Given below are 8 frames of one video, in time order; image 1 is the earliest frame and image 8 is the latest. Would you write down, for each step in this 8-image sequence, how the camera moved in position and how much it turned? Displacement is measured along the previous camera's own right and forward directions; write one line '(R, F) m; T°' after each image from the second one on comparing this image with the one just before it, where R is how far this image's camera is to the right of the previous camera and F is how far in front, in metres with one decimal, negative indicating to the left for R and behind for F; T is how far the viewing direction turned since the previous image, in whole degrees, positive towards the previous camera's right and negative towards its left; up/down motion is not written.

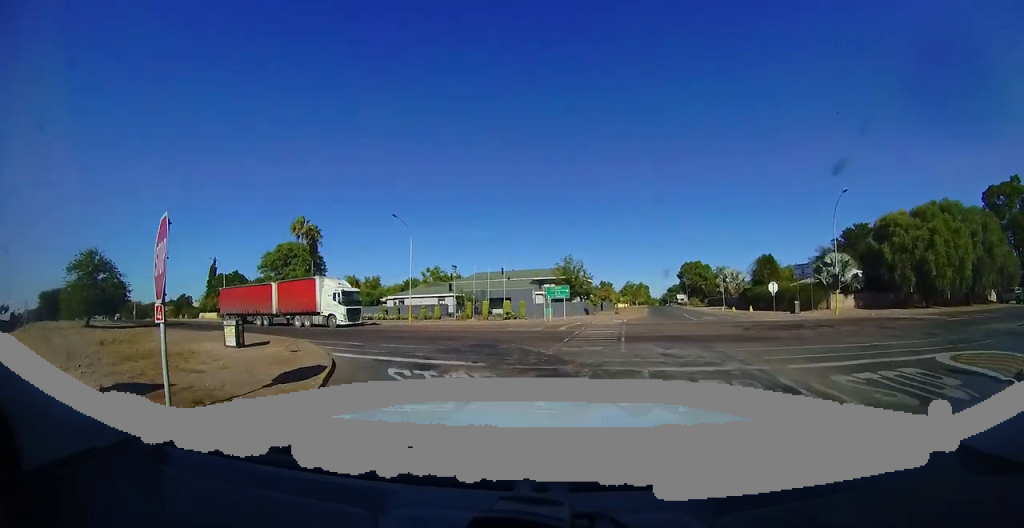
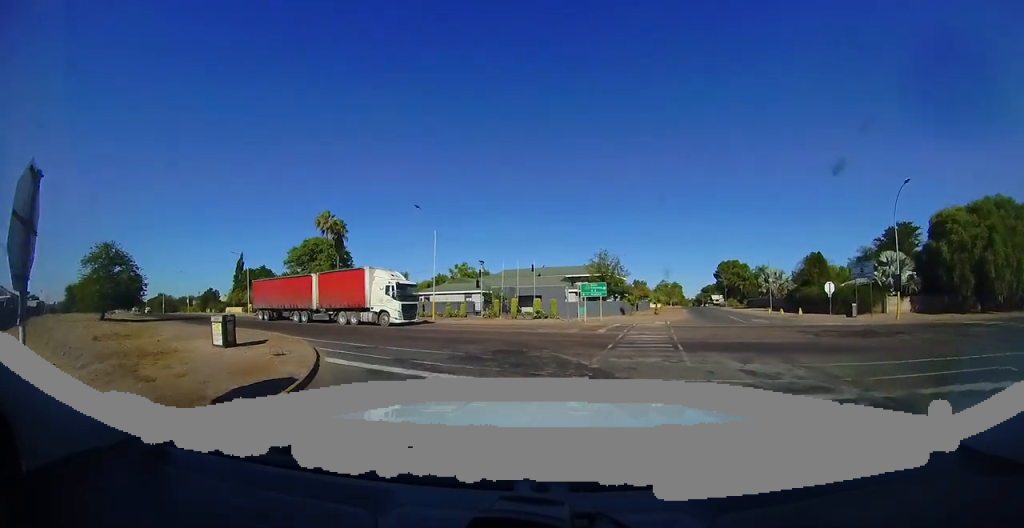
(-0.1, +2.5) m; -3°
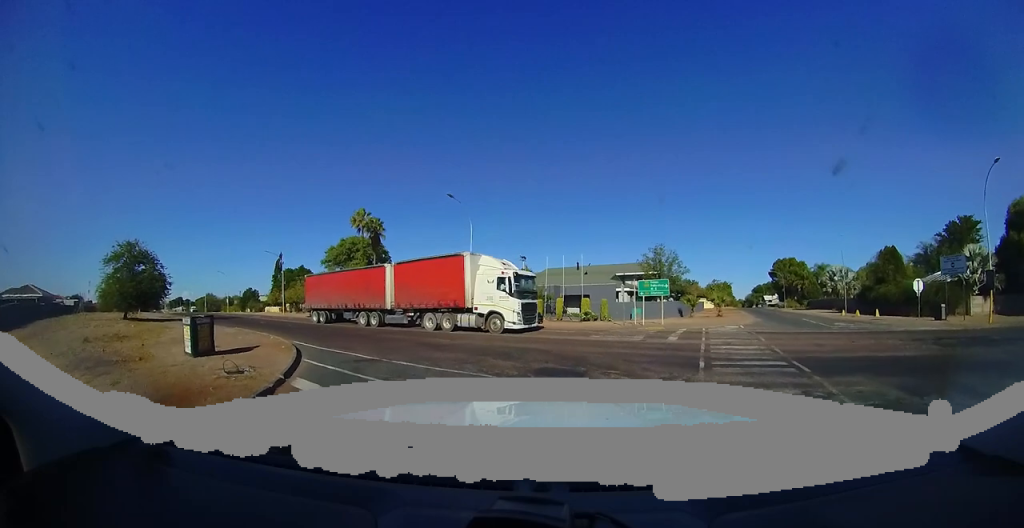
(-0.1, +3.7) m; -12°
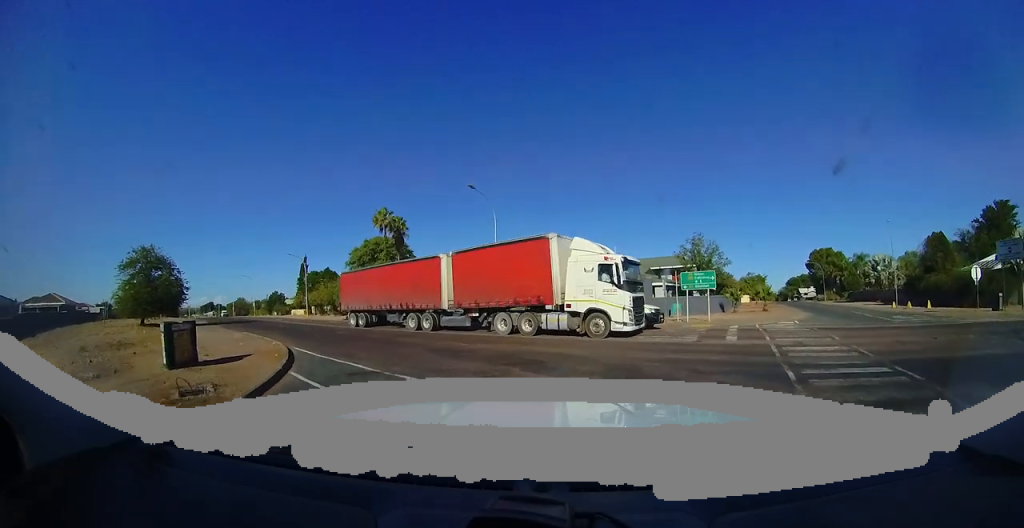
(-0.5, +2.2) m; -14°
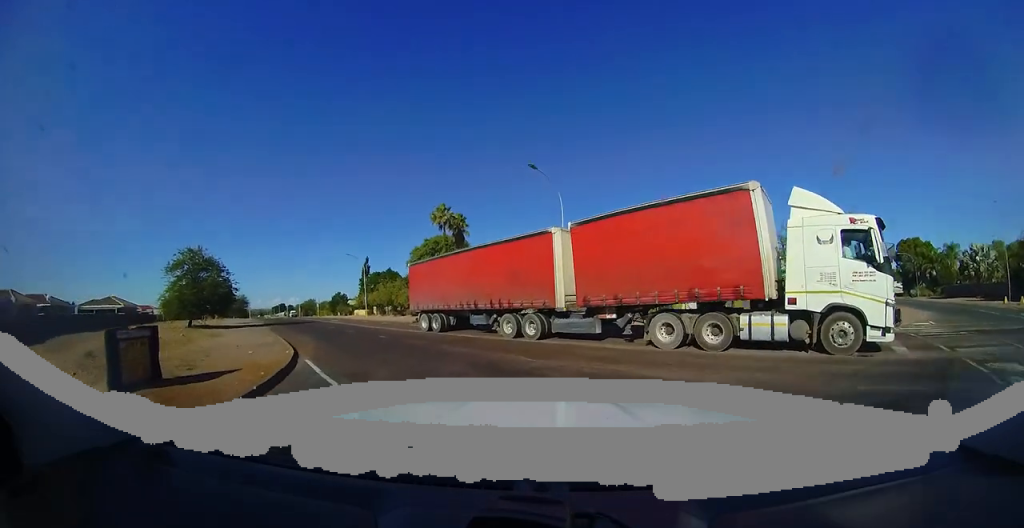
(-0.3, +3.9) m; -8°
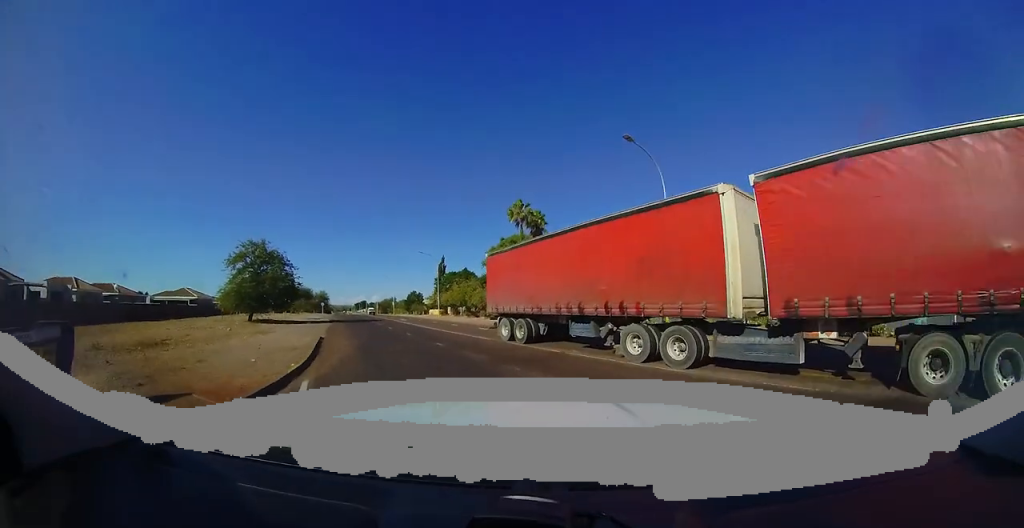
(-0.1, +4.1) m; -10°
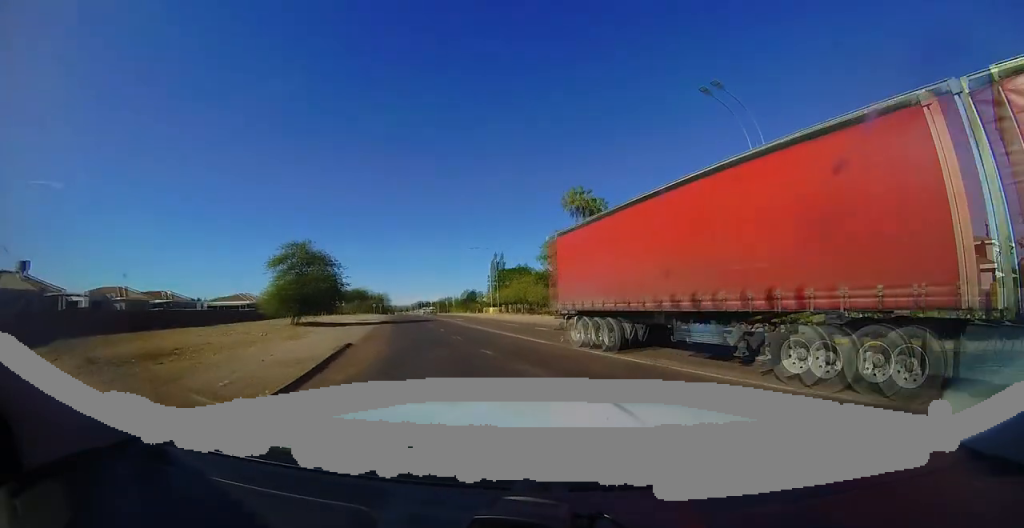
(-0.5, +3.7) m; -7°
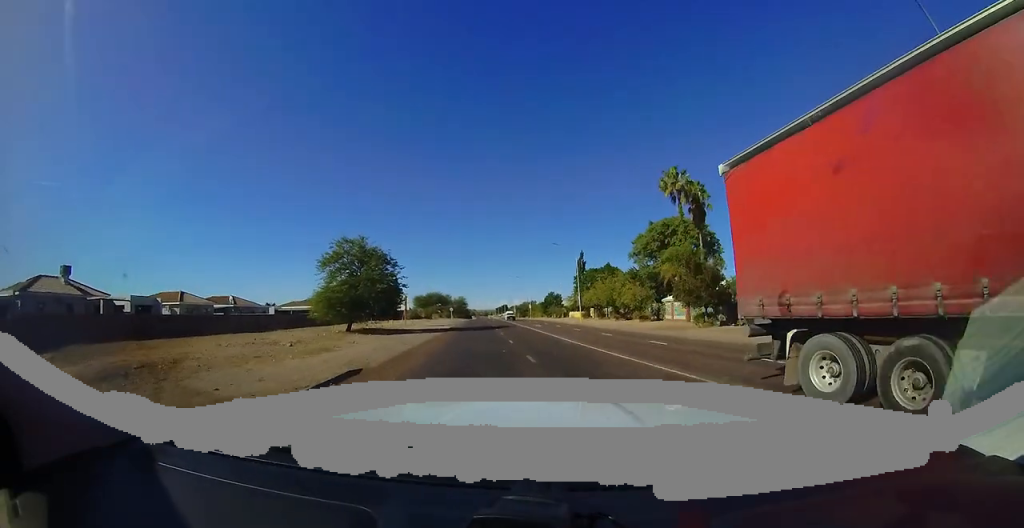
(-0.5, +5.9) m; -8°
